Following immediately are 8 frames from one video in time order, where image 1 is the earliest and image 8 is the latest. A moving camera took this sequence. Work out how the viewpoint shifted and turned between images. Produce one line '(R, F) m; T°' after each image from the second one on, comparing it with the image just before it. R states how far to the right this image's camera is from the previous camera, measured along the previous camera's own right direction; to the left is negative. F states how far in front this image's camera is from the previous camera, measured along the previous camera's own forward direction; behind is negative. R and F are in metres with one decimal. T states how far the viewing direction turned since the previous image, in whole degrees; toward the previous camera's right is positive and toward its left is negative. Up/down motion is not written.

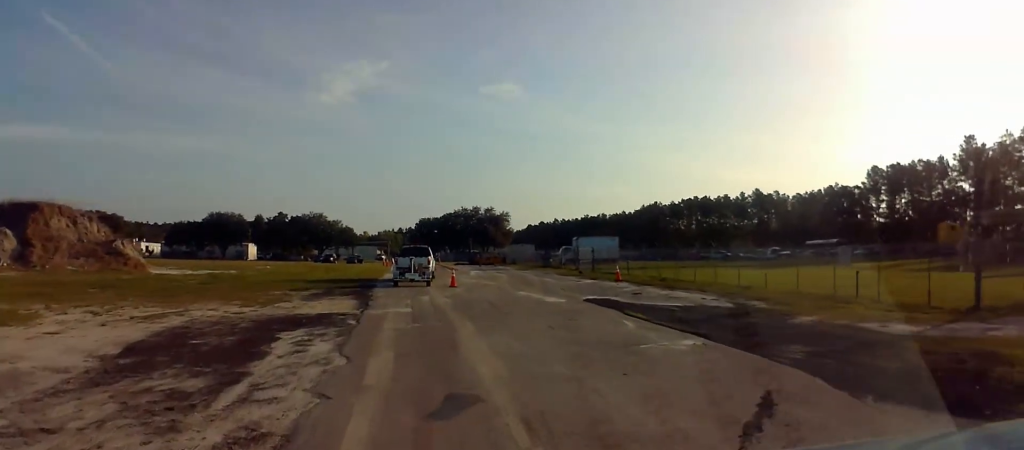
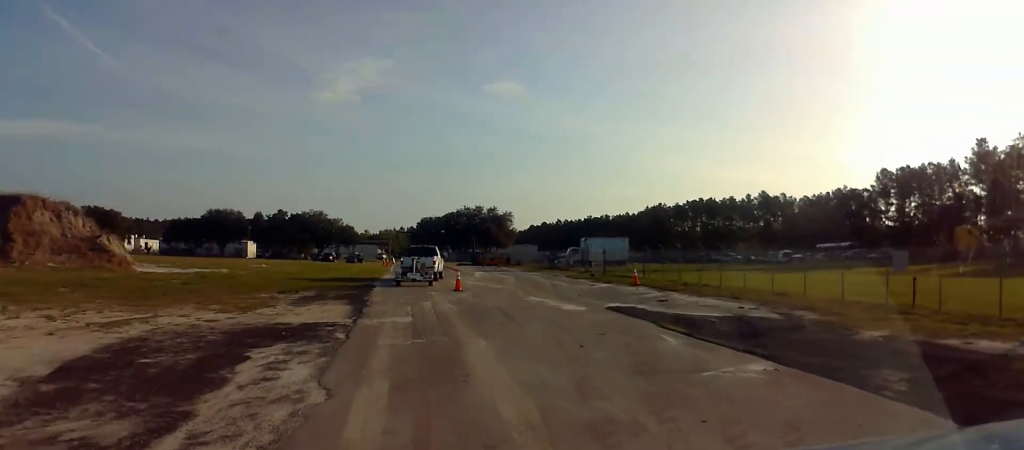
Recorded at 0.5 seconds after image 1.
(0.0, +2.6) m; 0°
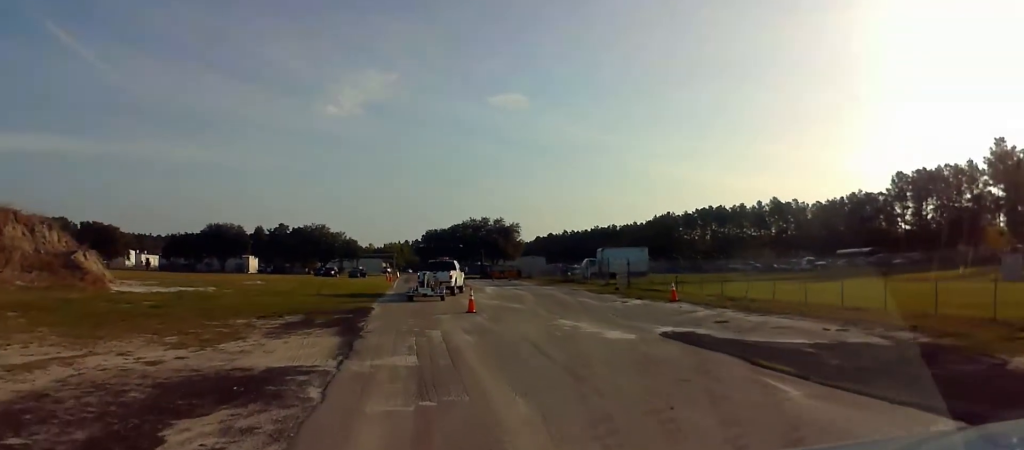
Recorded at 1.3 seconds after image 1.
(0.0, +4.4) m; 0°
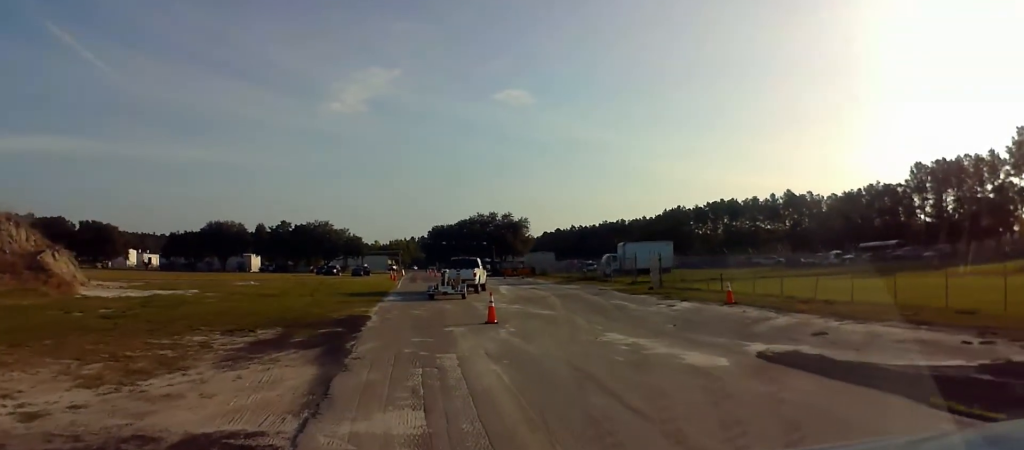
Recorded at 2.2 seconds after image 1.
(0.0, +4.8) m; 0°
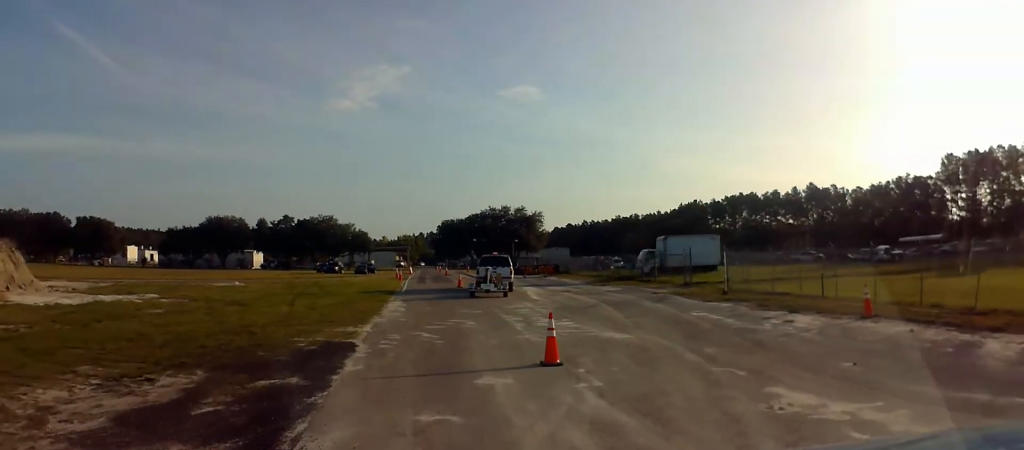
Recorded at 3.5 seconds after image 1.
(0.0, +7.8) m; -1°
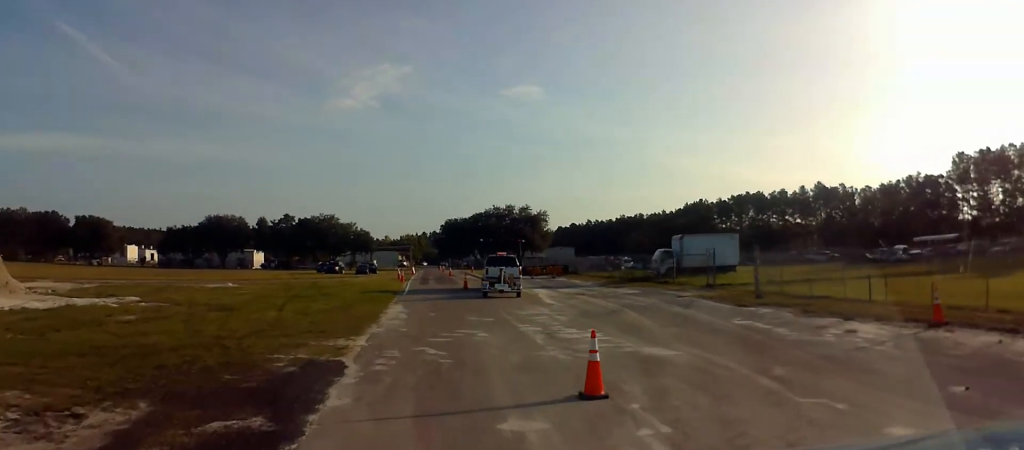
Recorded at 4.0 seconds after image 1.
(0.0, +2.8) m; +1°
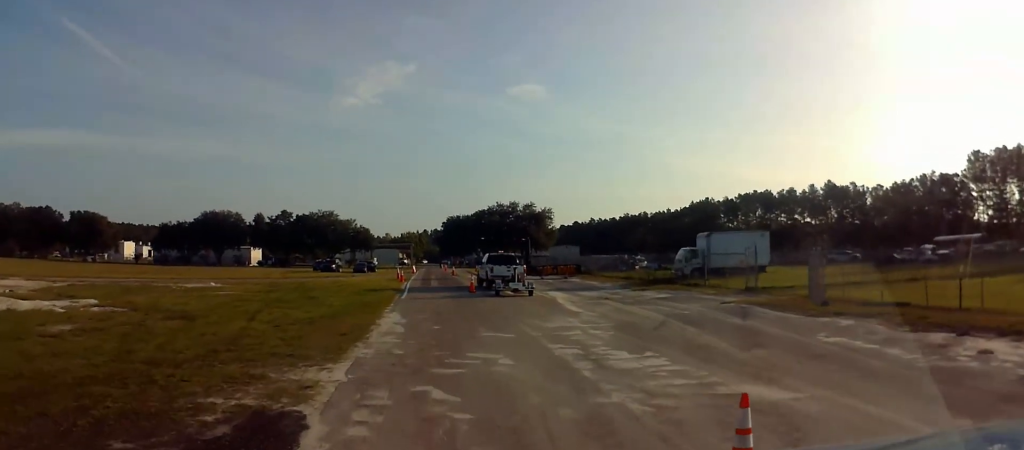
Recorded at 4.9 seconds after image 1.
(0.0, +4.6) m; +2°
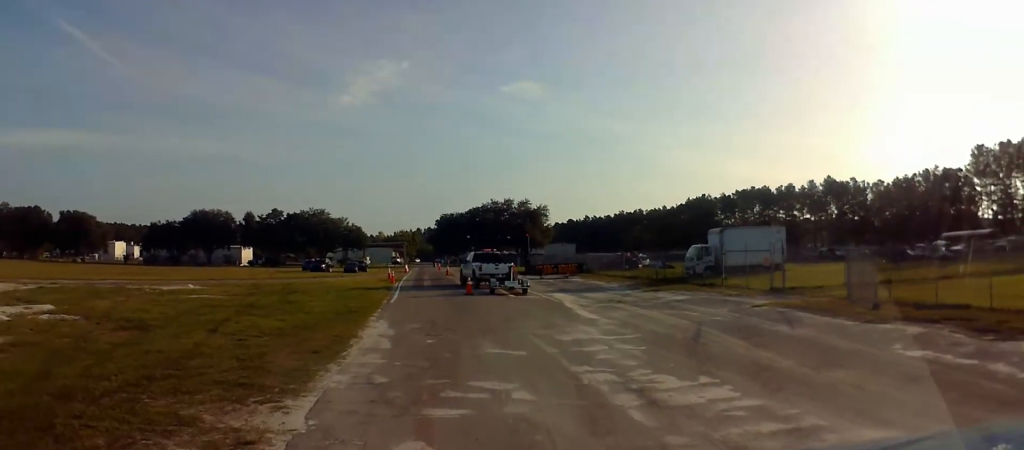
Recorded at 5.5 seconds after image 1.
(+0.1, +3.2) m; +2°
